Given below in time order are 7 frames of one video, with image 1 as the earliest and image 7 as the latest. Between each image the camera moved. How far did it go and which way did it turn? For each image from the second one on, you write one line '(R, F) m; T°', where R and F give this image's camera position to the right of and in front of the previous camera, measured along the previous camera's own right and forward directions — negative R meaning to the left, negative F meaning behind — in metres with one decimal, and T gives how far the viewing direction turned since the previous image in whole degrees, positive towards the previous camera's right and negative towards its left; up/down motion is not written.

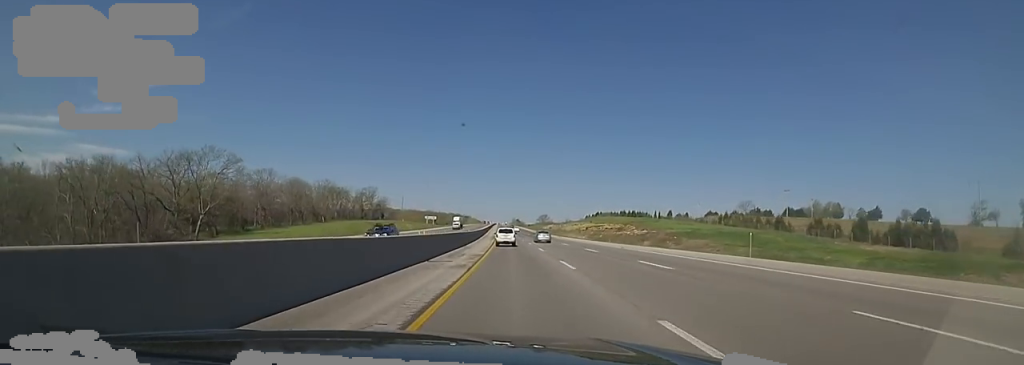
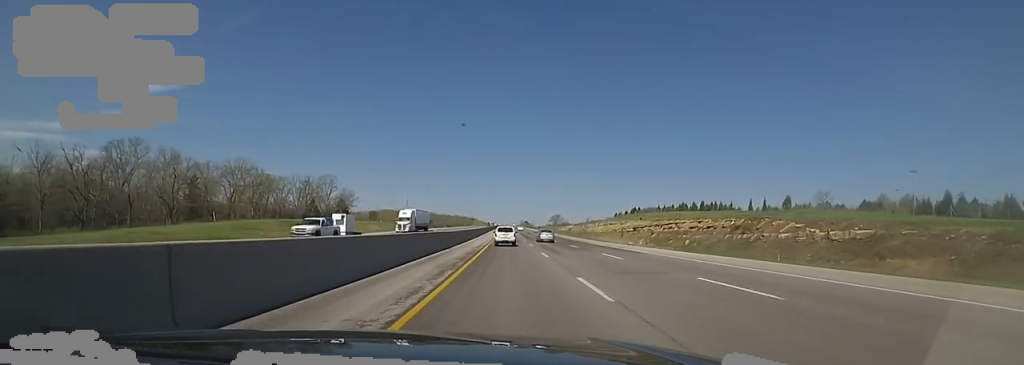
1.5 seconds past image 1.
(-0.2, +53.7) m; 0°
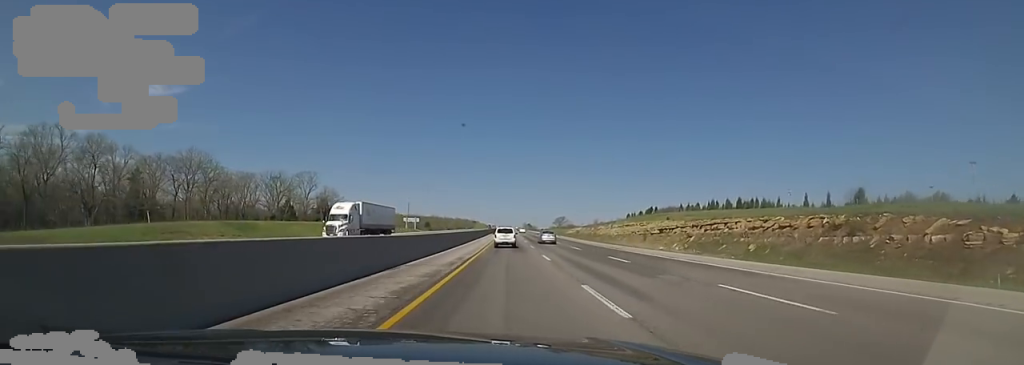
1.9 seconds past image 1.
(+0.1, +17.0) m; 0°
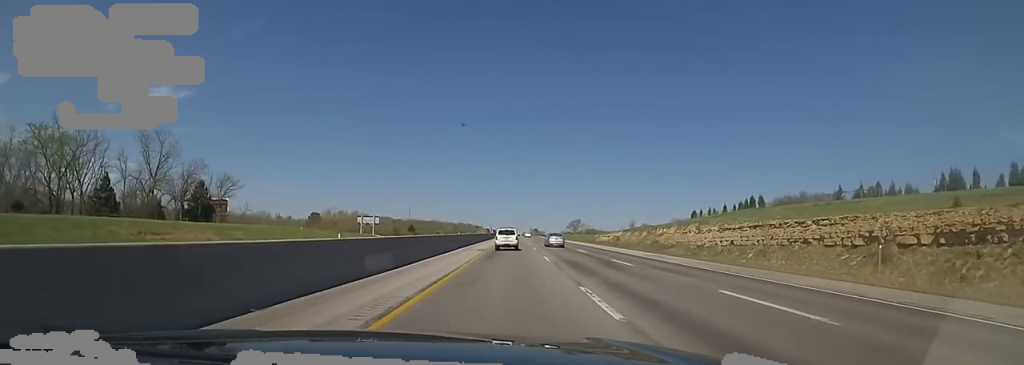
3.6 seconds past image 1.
(+0.7, +61.6) m; +2°
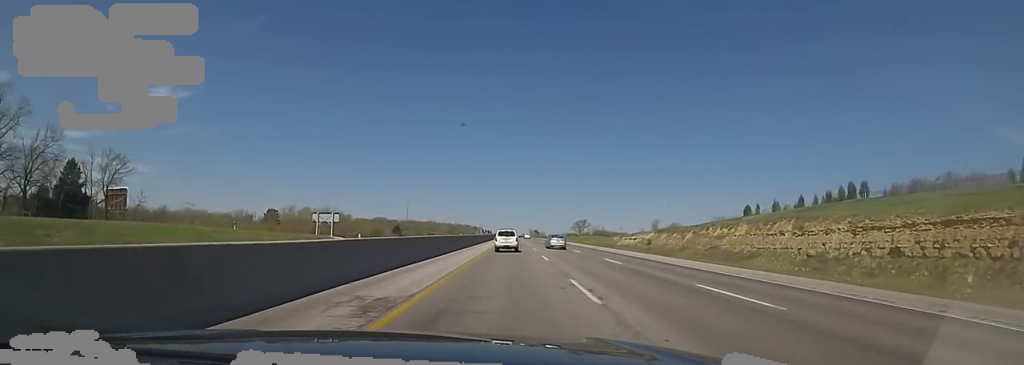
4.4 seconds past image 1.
(+0.3, +28.7) m; -1°
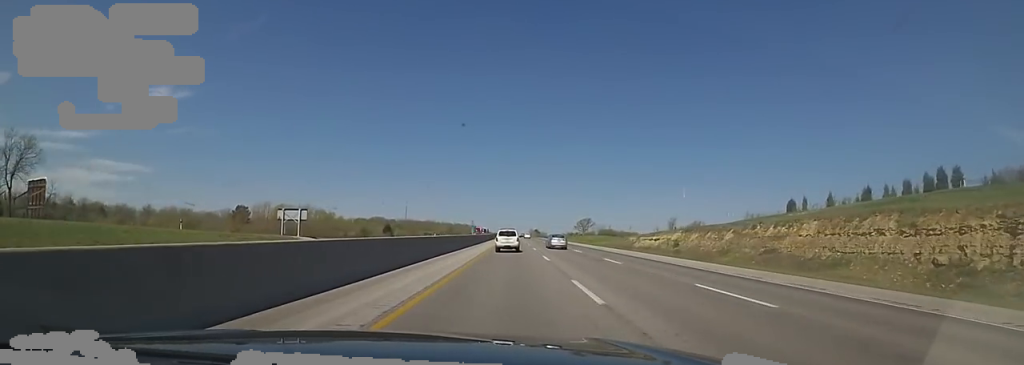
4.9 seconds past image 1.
(-0.5, +15.5) m; -1°
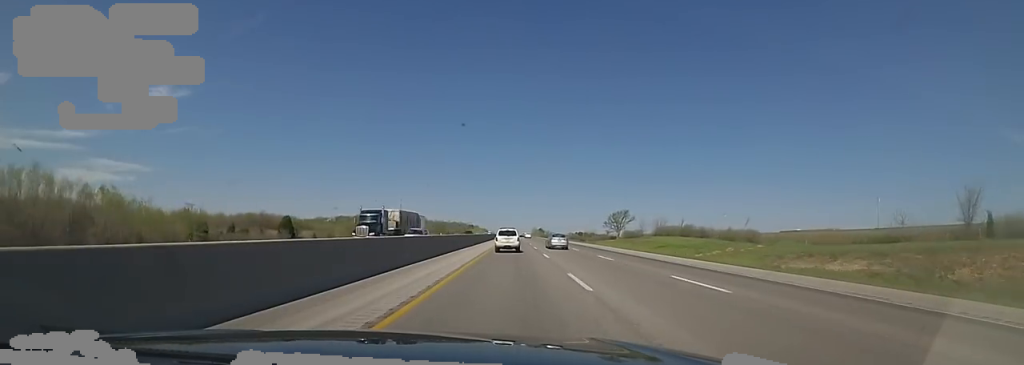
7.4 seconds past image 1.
(-1.0, +89.1) m; -1°
